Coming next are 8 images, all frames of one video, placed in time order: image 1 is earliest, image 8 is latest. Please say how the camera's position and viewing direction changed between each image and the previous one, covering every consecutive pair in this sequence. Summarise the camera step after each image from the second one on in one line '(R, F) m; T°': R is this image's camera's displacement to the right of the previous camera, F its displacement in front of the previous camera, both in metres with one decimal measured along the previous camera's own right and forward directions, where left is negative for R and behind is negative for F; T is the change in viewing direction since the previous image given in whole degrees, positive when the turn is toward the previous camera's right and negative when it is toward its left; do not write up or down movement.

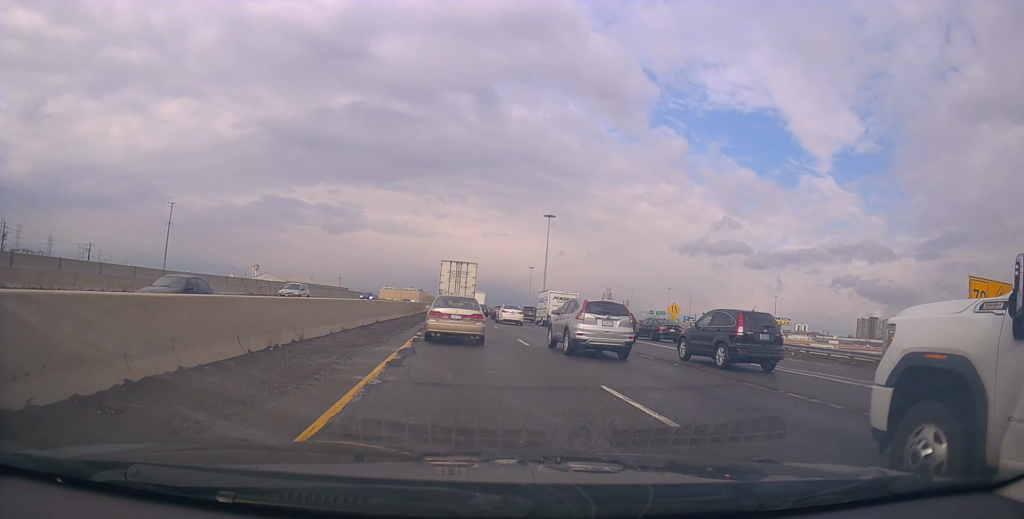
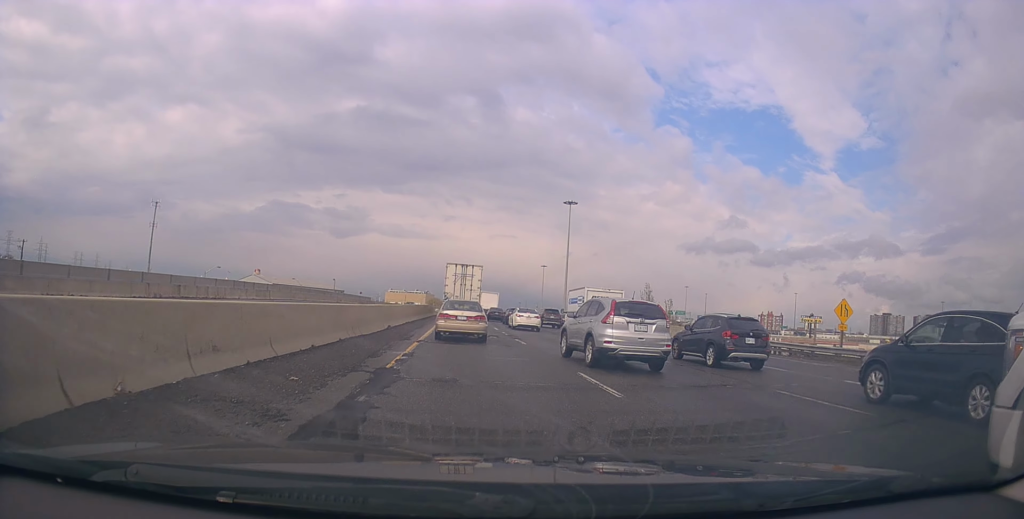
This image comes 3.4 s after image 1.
(-0.8, +22.5) m; +3°
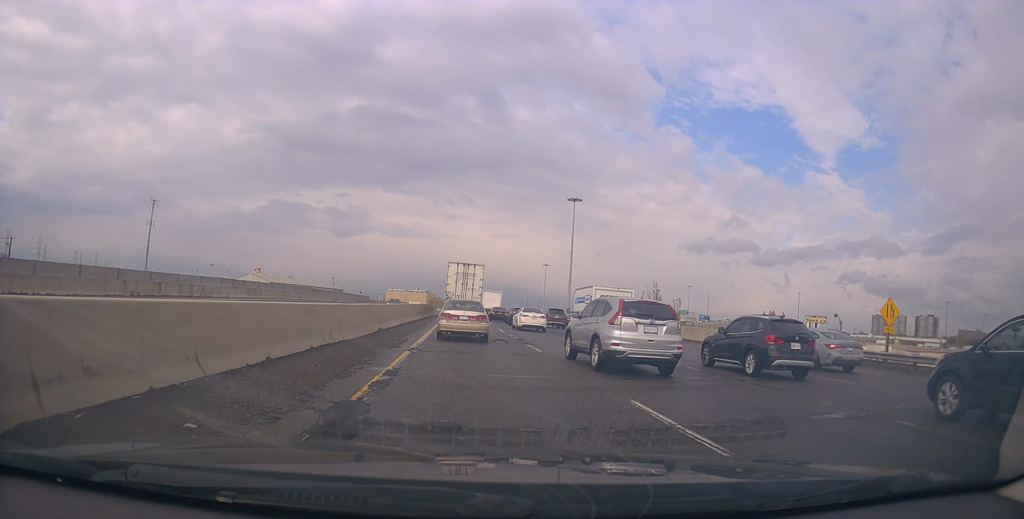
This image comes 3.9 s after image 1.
(0.0, +3.5) m; -2°
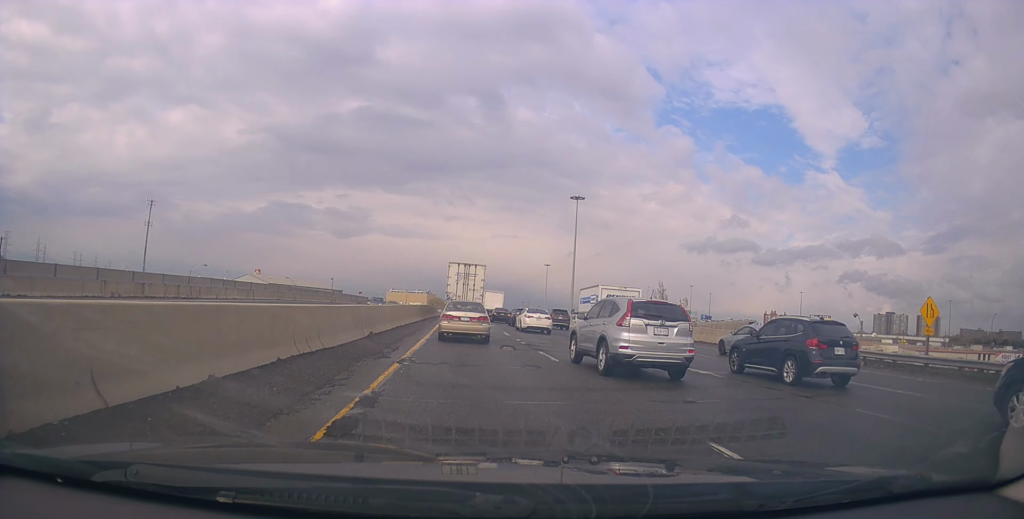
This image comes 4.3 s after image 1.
(+0.1, +2.7) m; -3°
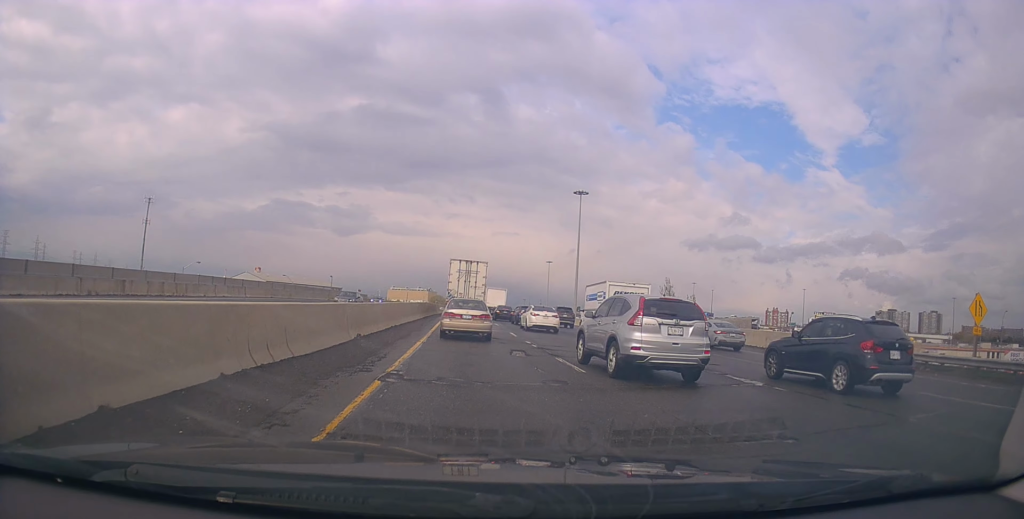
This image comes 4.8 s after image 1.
(0.0, +2.8) m; -2°
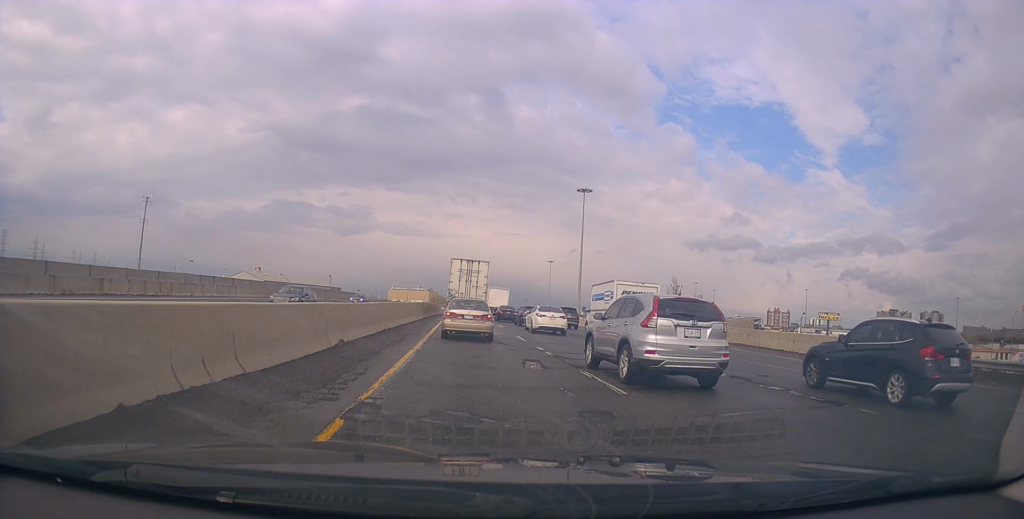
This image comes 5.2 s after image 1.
(-0.4, +2.7) m; +1°
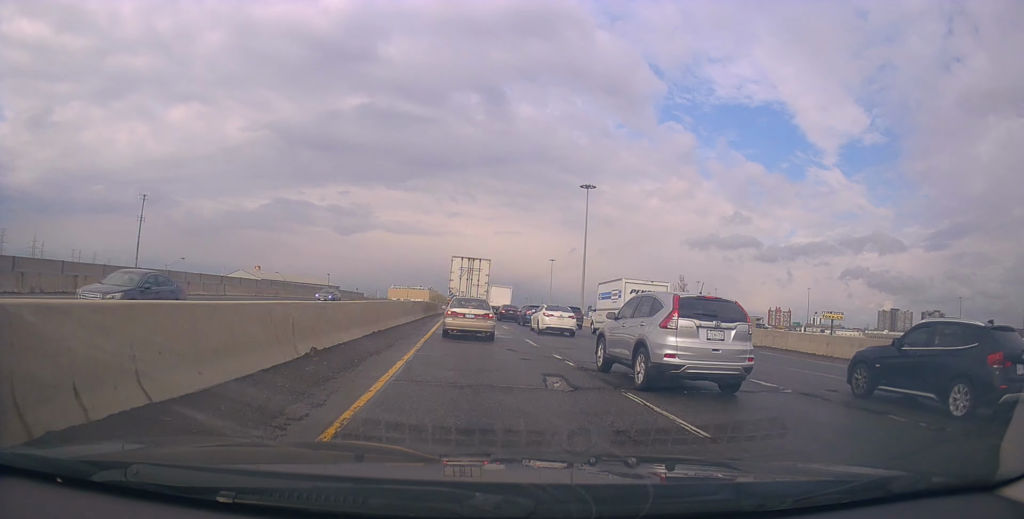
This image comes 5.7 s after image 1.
(-0.4, +2.9) m; +1°
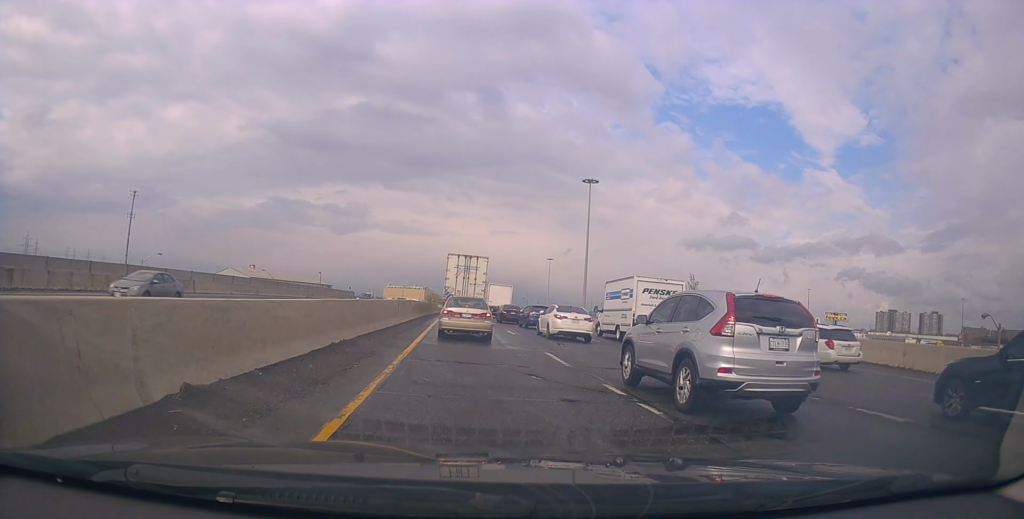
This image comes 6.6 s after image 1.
(+1.2, +5.5) m; +3°
